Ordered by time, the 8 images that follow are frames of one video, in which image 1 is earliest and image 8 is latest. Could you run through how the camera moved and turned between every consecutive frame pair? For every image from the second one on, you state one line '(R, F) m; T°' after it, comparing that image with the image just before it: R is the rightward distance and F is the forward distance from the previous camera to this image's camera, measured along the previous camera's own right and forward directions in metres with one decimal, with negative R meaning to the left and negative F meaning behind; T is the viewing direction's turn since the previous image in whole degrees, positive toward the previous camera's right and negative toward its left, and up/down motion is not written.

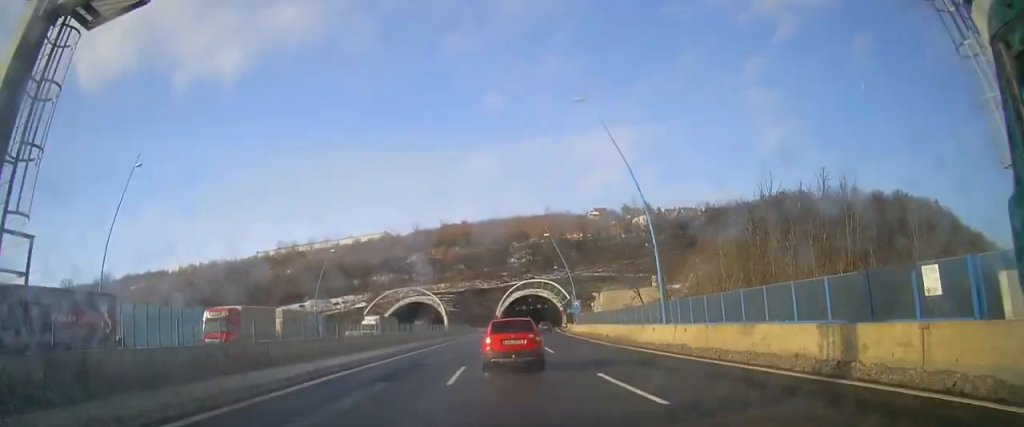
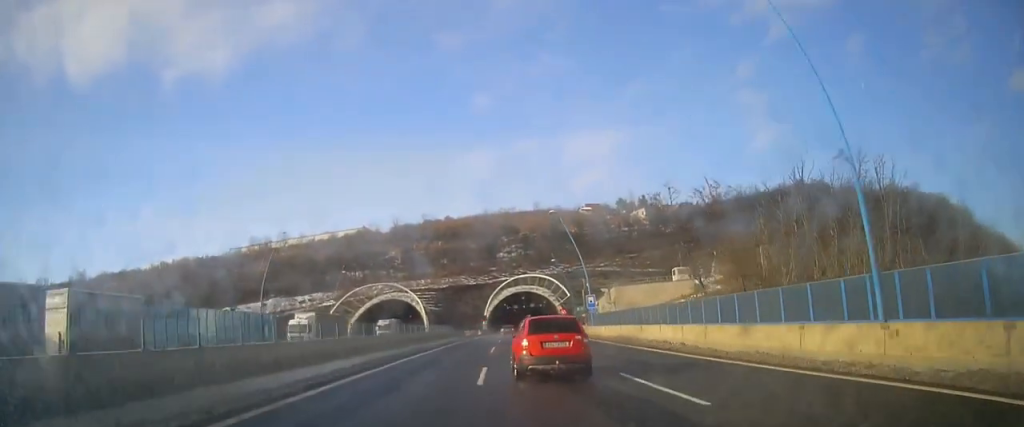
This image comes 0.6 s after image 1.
(0.0, +18.2) m; +1°
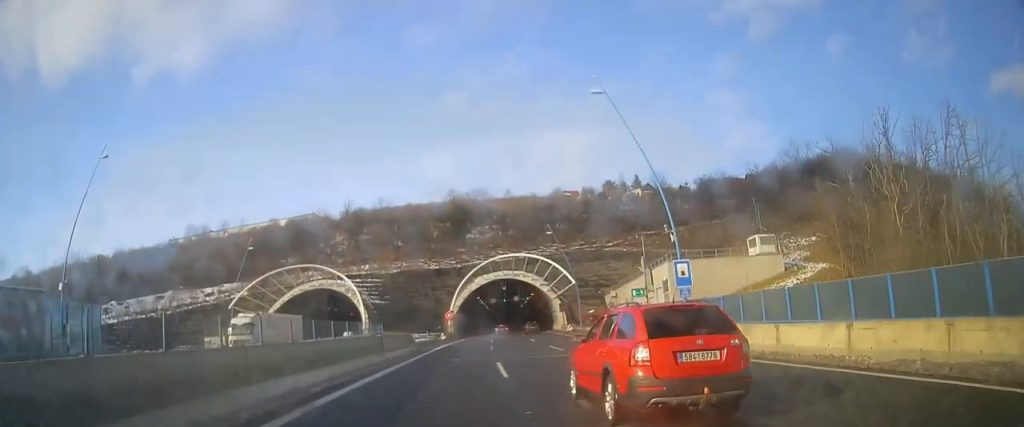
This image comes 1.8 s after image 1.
(+1.3, +34.2) m; +4°
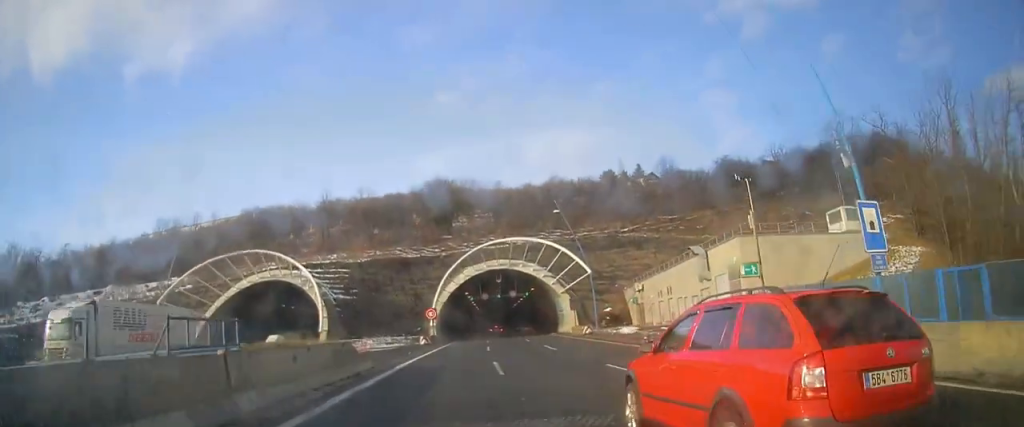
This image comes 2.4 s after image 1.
(+0.4, +16.2) m; +2°
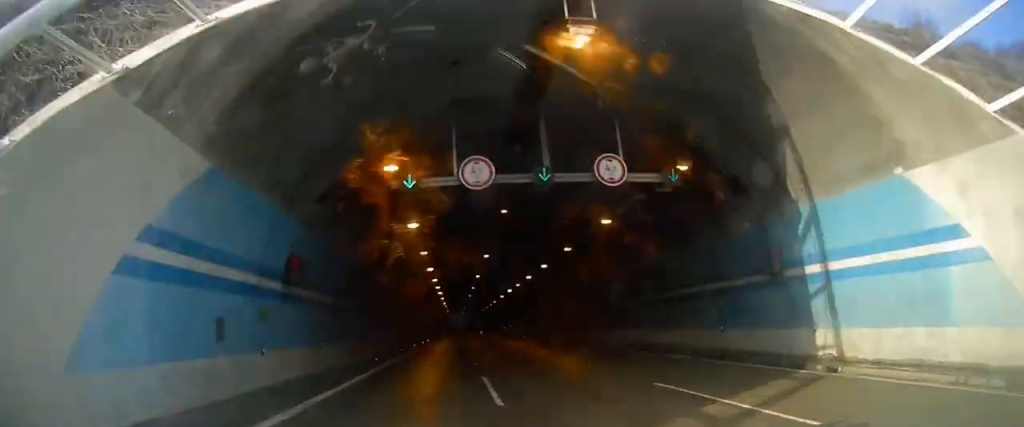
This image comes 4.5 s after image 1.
(+2.0, +61.8) m; +2°
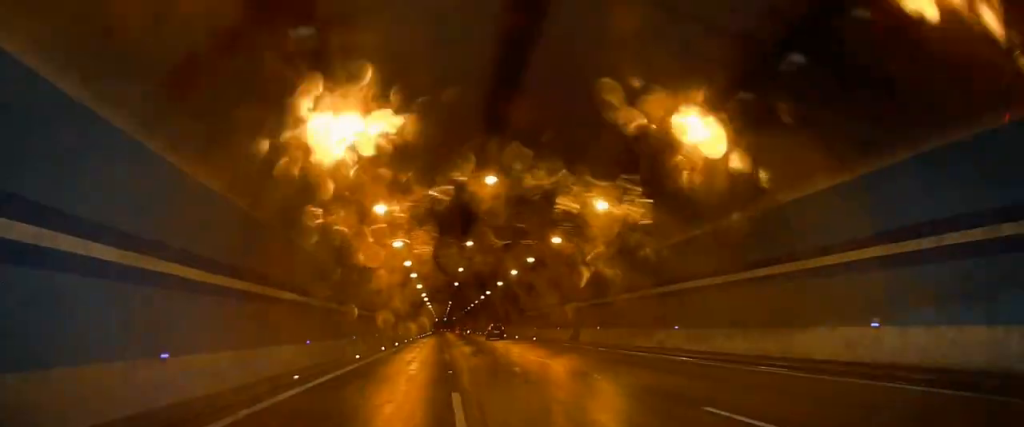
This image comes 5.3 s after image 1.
(-0.1, +23.0) m; 0°
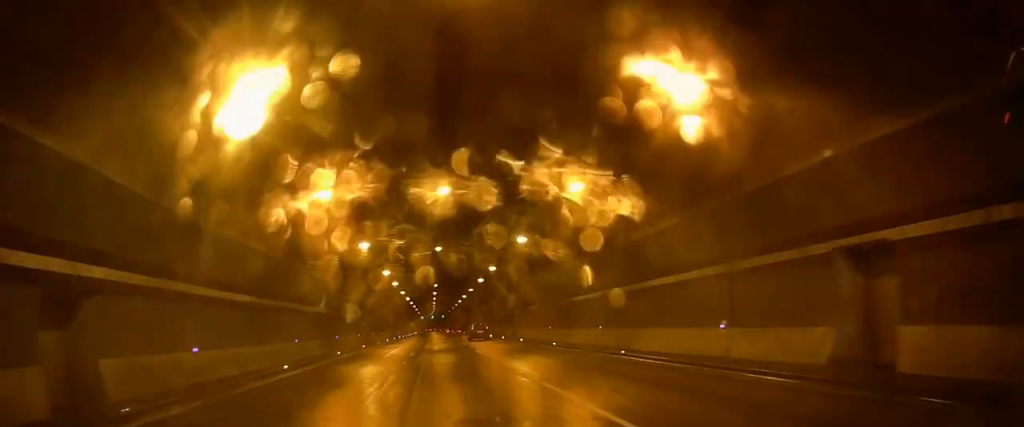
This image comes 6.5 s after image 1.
(-0.1, +32.2) m; 0°
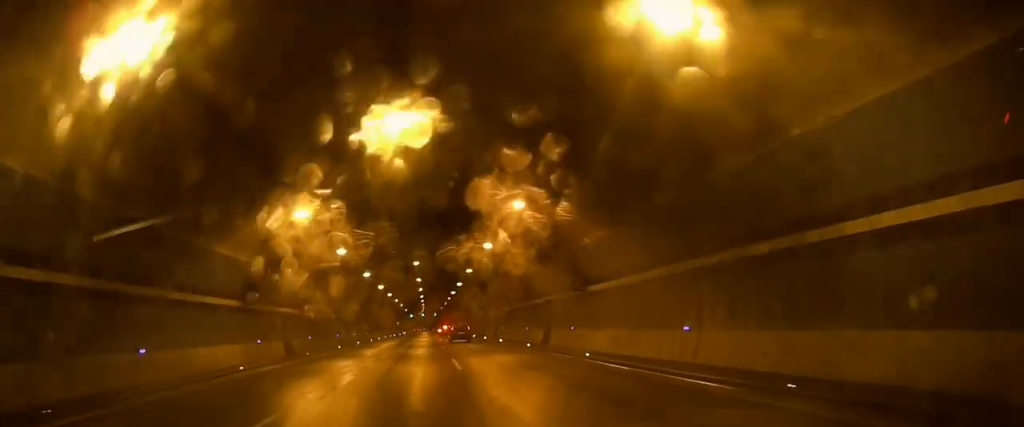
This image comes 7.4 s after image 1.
(0.0, +26.2) m; 0°
